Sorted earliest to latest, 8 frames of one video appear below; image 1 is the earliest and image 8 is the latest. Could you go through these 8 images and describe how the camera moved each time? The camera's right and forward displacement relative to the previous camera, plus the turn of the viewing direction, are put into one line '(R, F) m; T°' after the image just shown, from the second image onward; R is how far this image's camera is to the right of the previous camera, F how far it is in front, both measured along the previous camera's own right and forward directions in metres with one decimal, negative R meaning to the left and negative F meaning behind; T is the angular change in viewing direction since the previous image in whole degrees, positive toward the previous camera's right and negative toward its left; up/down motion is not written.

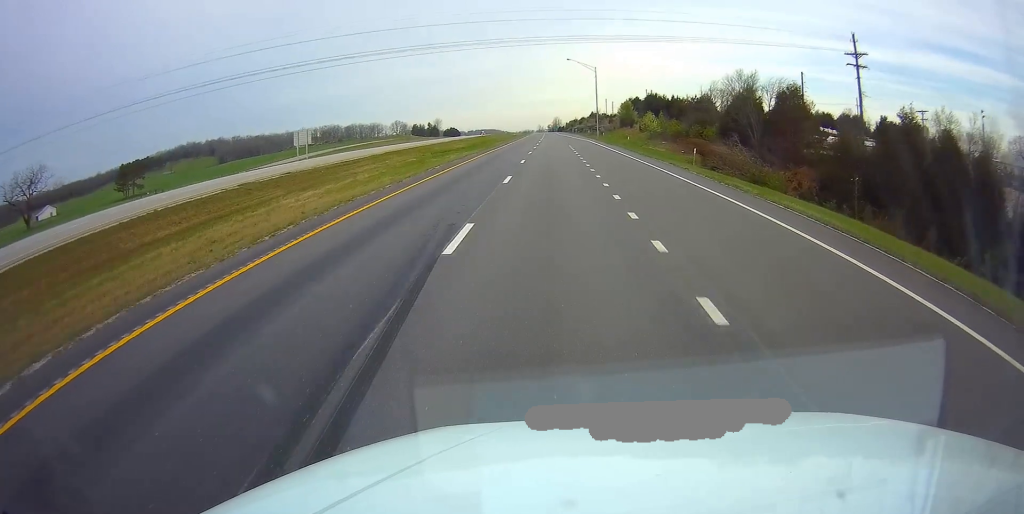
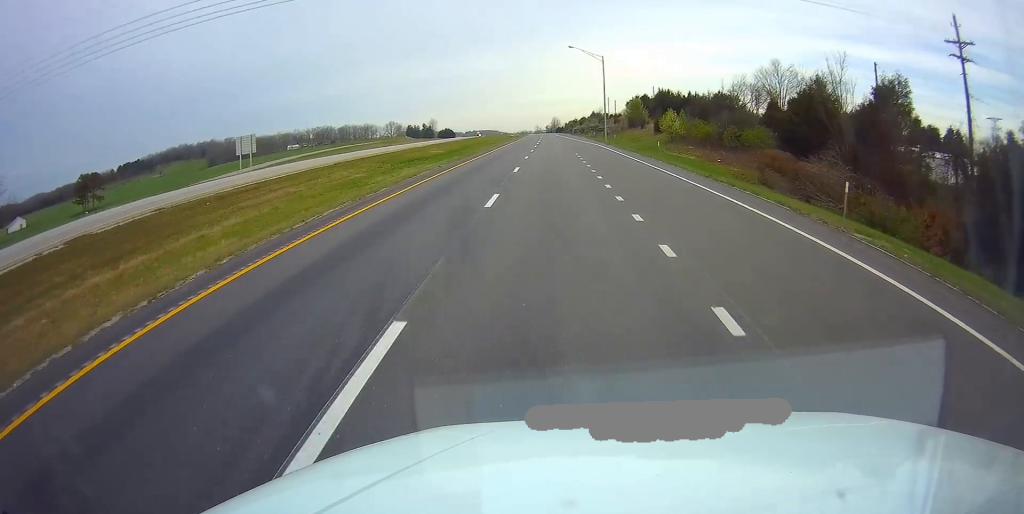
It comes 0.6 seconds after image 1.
(0.0, +18.5) m; 0°
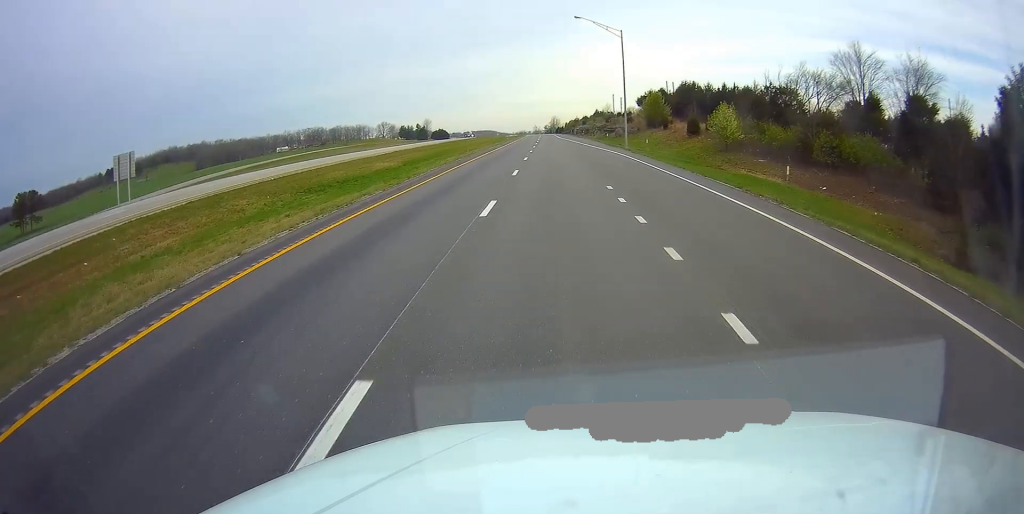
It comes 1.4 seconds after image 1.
(0.0, +25.7) m; 0°
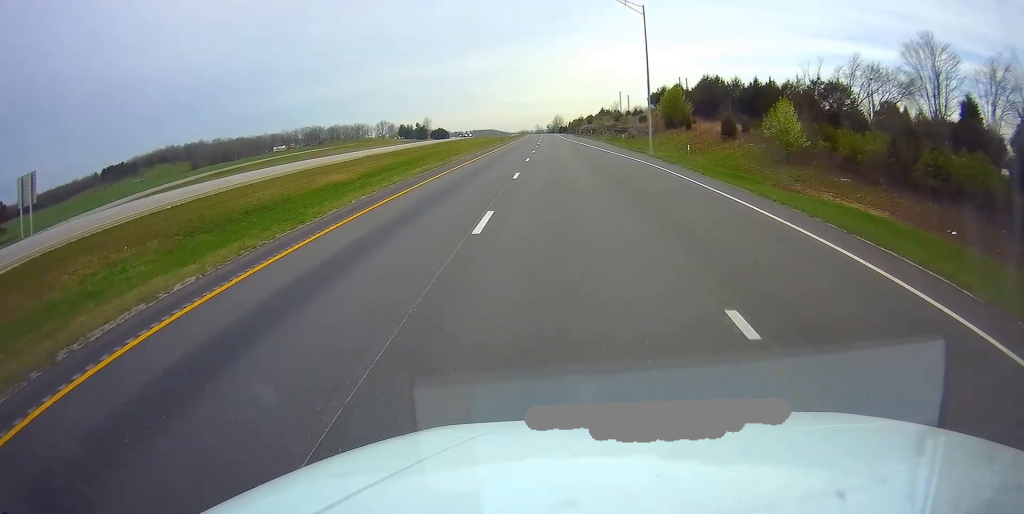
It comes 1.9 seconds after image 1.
(-0.2, +14.4) m; 0°
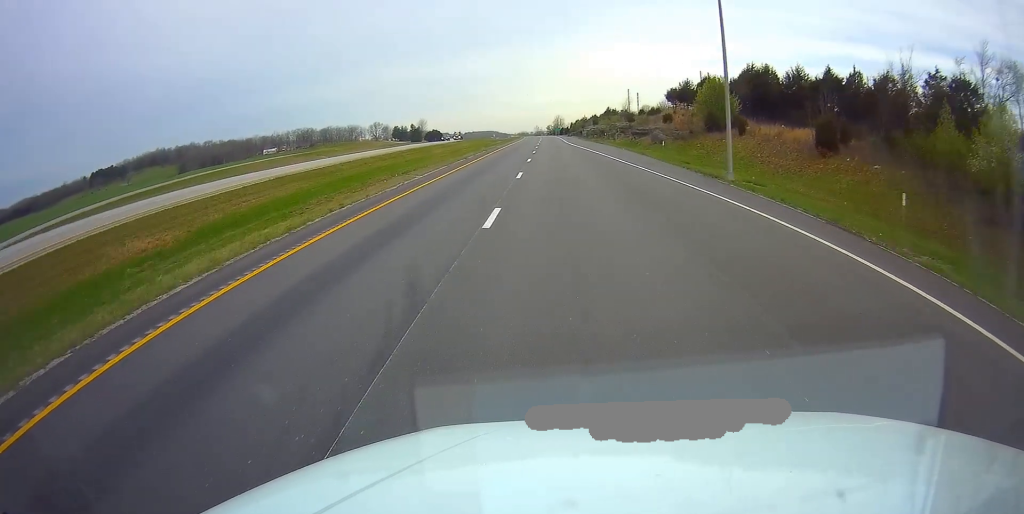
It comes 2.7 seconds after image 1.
(+0.2, +23.4) m; 0°
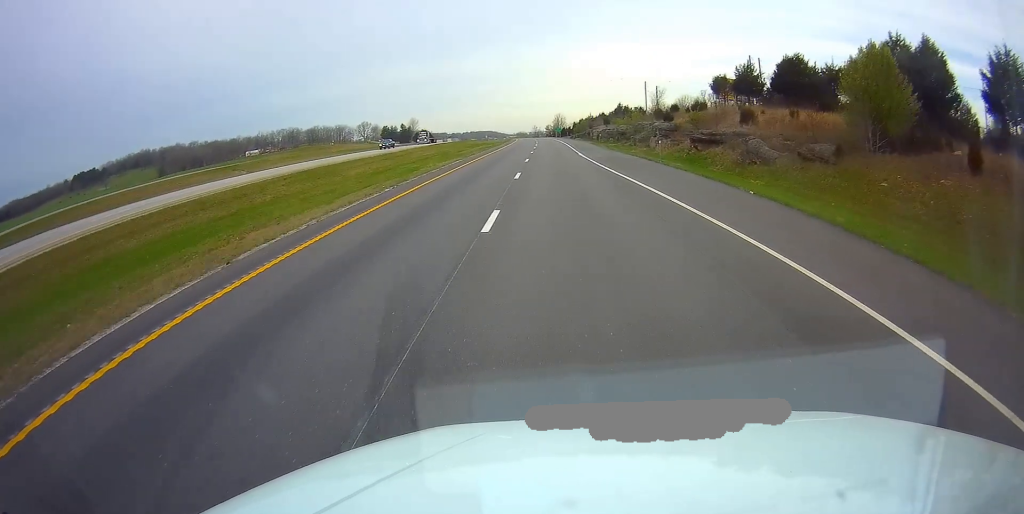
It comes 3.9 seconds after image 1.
(0.0, +36.5) m; 0°
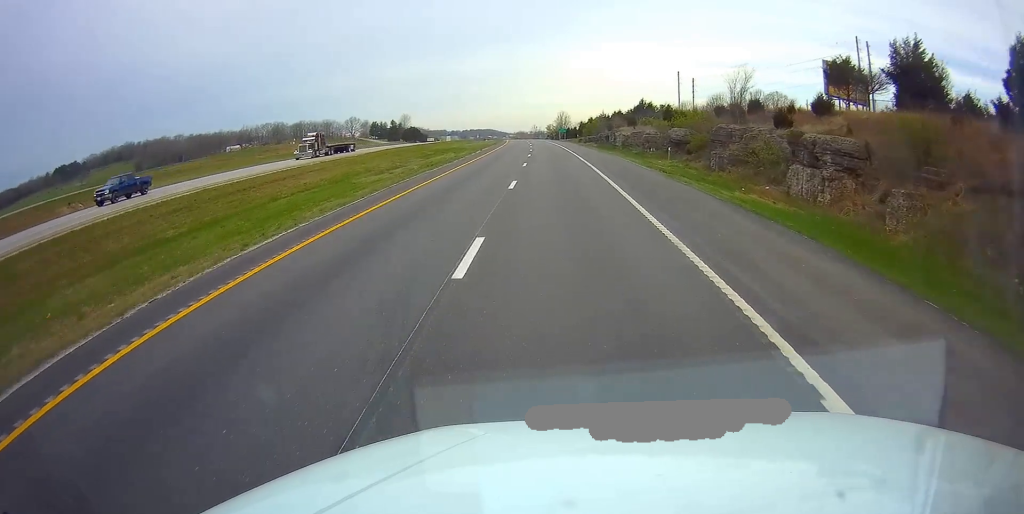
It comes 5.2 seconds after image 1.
(-0.1, +39.5) m; -1°
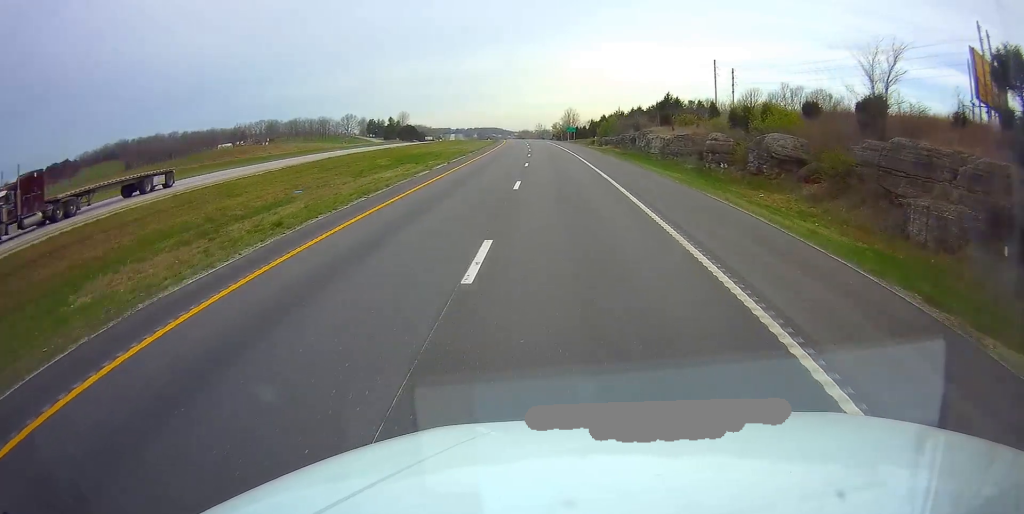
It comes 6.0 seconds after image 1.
(-0.3, +24.2) m; 0°
